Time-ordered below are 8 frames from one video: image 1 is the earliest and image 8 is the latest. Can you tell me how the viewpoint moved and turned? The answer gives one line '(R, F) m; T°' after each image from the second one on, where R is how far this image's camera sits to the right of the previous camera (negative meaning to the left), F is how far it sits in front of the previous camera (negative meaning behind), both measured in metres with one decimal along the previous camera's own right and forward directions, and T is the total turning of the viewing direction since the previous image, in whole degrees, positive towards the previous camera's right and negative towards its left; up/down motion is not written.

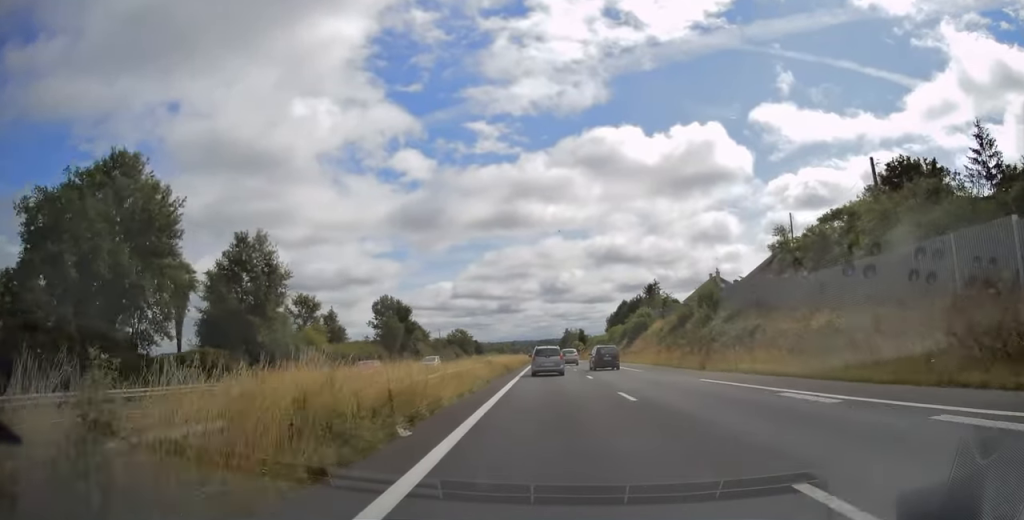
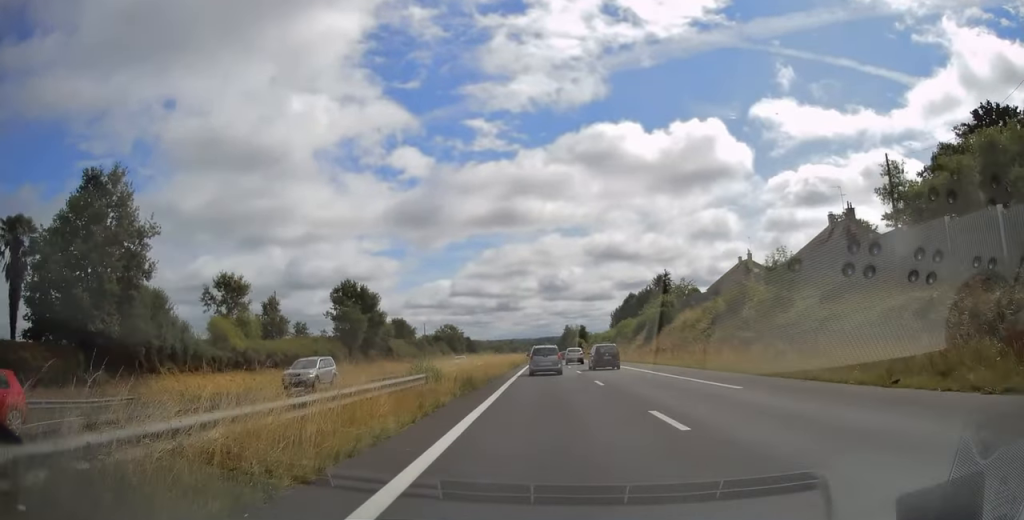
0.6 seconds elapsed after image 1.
(0.0, +18.7) m; 0°
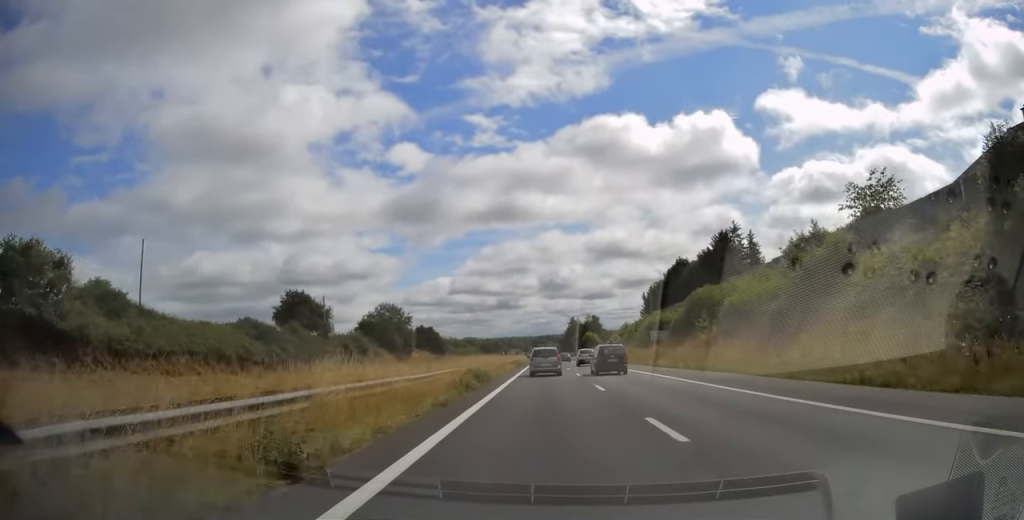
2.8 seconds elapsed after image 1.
(+0.6, +65.5) m; +1°
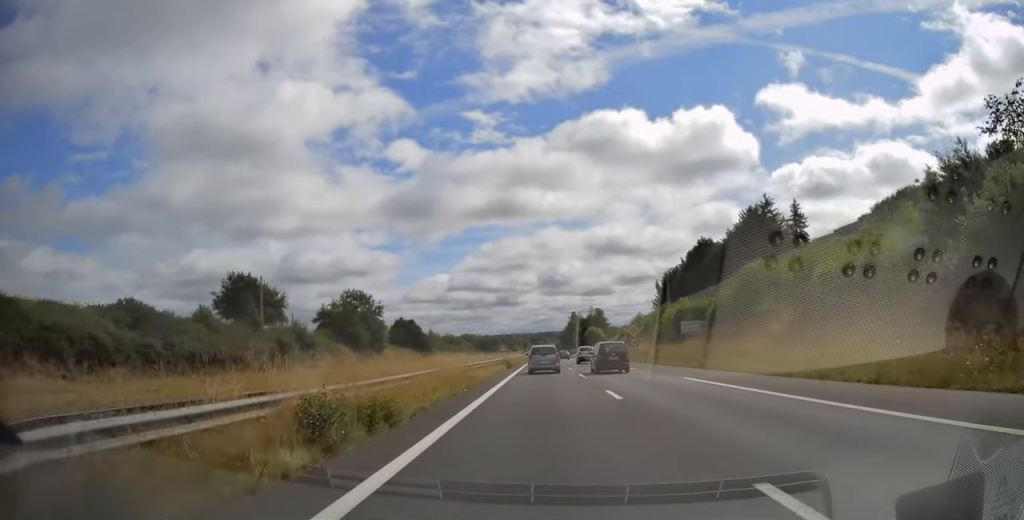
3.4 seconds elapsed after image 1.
(+0.1, +17.6) m; 0°
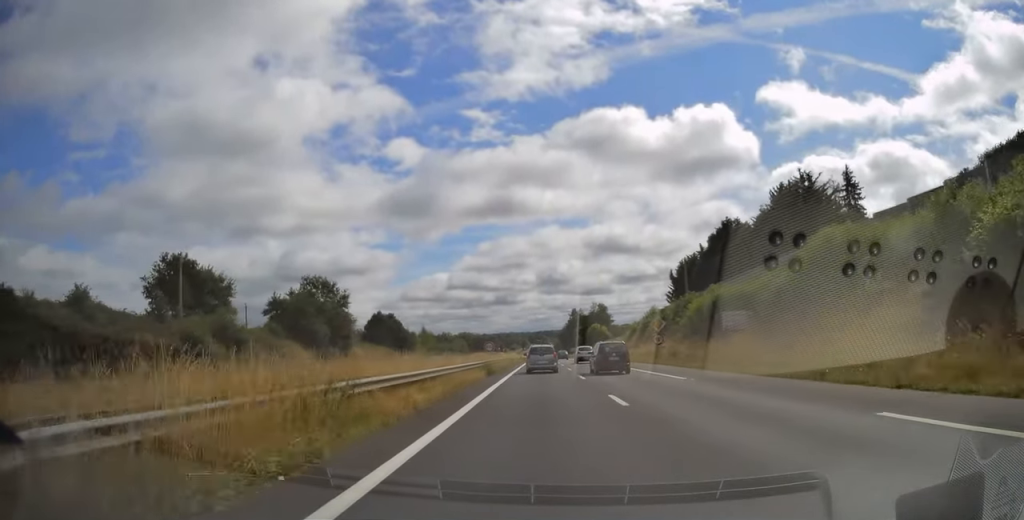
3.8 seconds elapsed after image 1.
(-0.1, +14.6) m; 0°
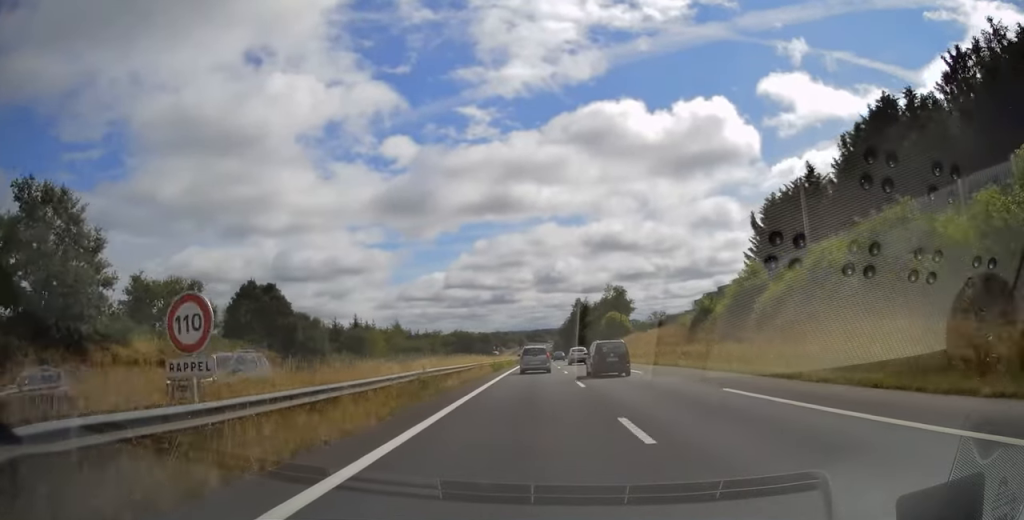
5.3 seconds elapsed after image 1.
(-0.1, +44.2) m; +1°
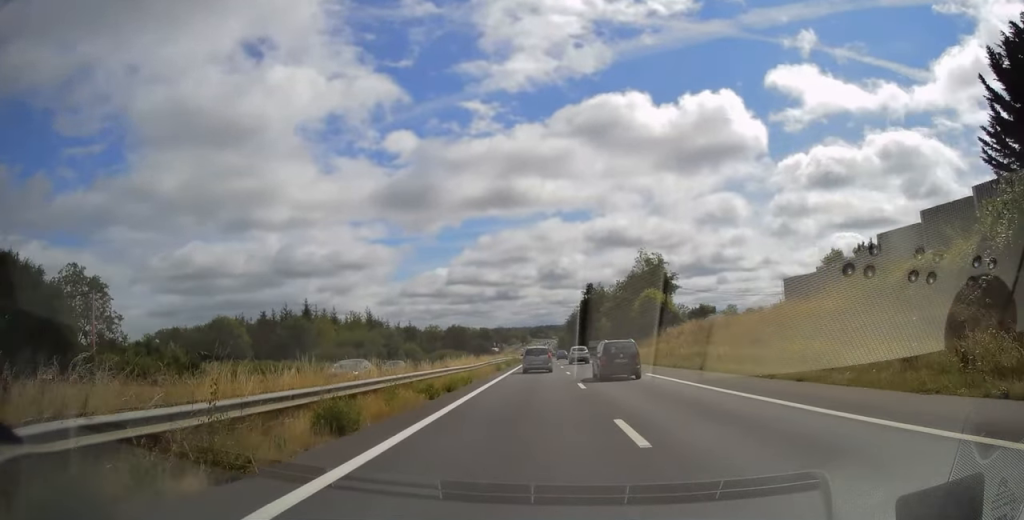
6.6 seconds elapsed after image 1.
(+0.5, +39.0) m; 0°
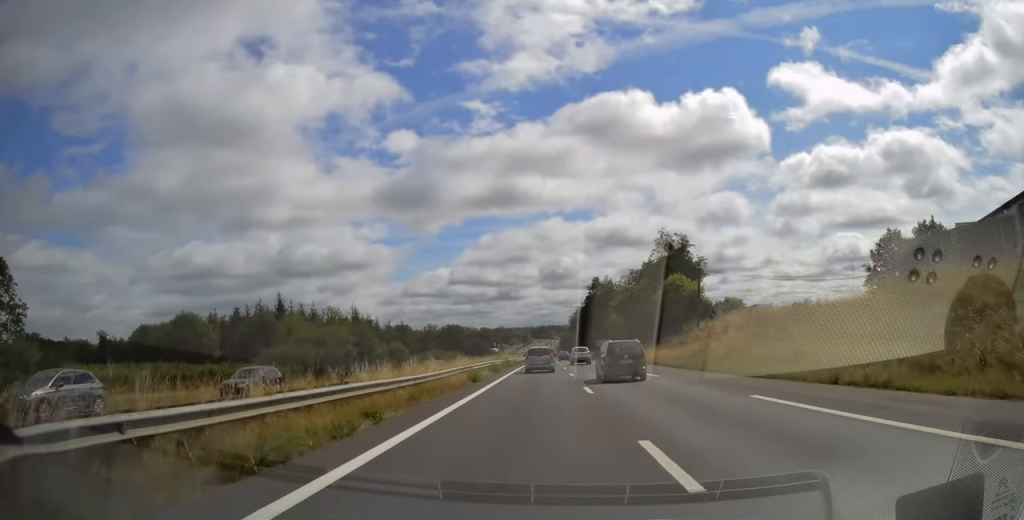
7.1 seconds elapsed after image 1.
(+0.1, +14.9) m; 0°
